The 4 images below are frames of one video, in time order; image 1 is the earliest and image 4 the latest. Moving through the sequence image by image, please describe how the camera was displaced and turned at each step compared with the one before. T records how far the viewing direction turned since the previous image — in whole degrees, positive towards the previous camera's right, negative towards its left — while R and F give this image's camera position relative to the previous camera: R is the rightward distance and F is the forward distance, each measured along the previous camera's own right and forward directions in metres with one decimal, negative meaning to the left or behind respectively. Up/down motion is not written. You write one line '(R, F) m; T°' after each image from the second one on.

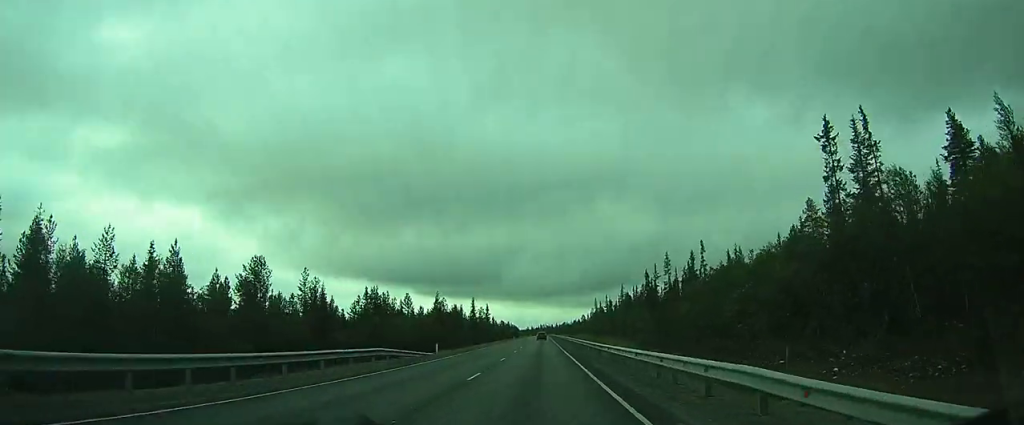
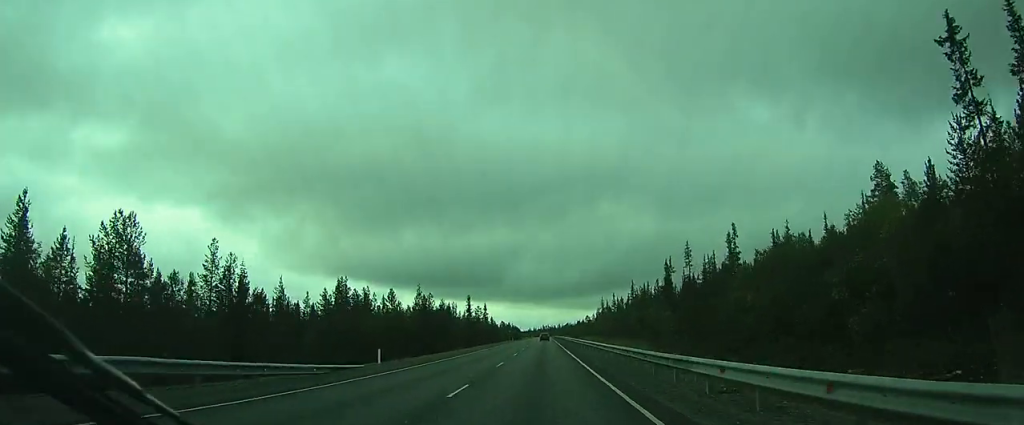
(0.0, +16.4) m; 0°
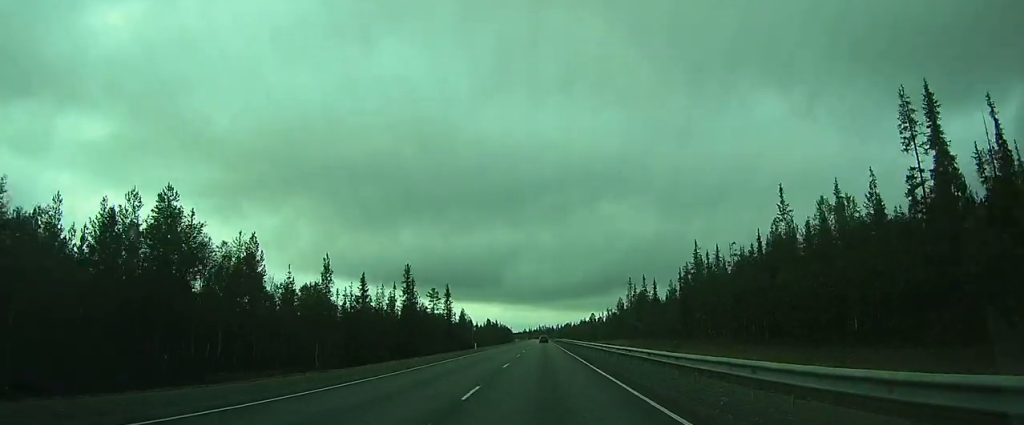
(-0.3, +72.3) m; -1°
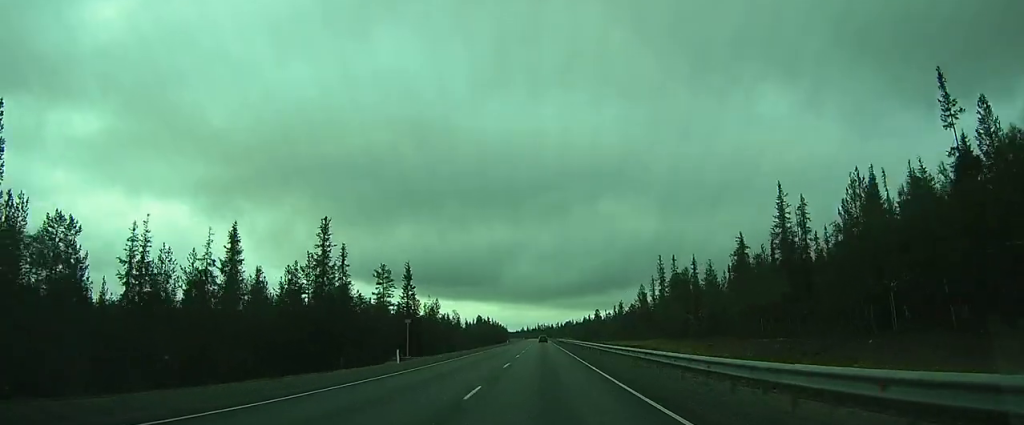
(-0.1, +36.2) m; 0°
